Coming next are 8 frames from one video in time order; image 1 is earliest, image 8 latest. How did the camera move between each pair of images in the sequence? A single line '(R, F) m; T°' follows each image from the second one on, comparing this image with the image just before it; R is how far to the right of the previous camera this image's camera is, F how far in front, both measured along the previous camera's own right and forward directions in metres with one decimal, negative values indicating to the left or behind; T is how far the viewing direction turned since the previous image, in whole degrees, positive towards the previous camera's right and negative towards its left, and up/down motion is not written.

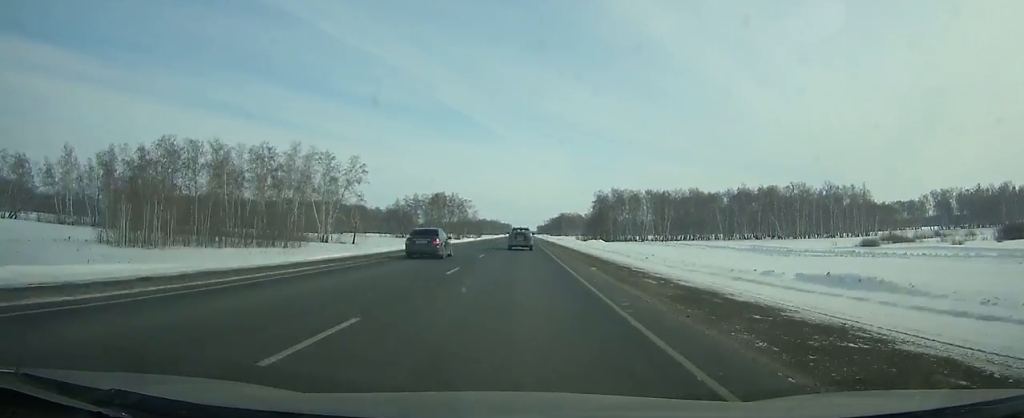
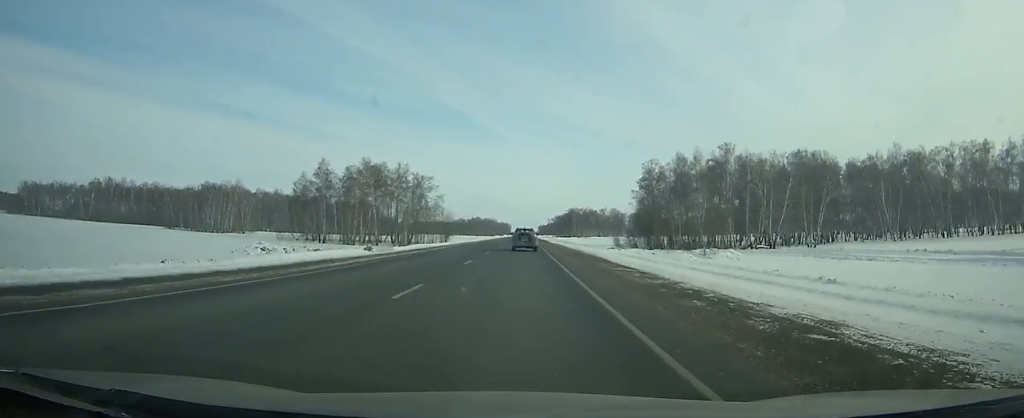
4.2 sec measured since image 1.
(0.0, +114.2) m; 0°
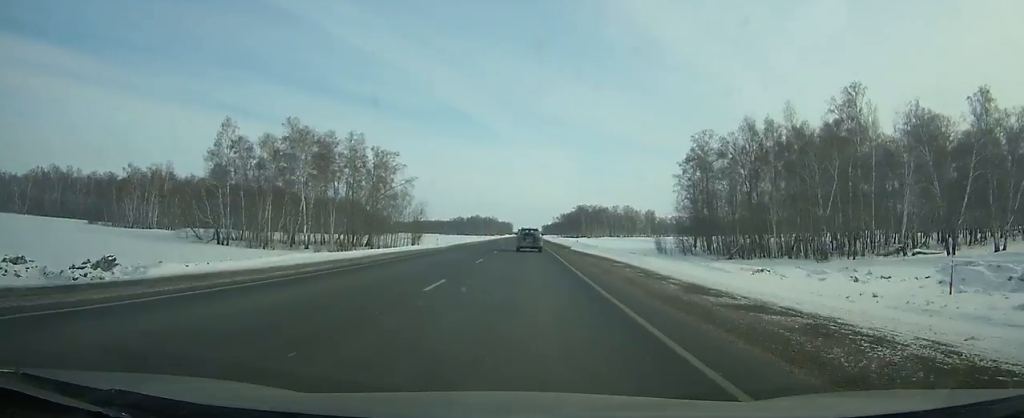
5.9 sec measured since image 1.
(0.0, +46.5) m; 0°
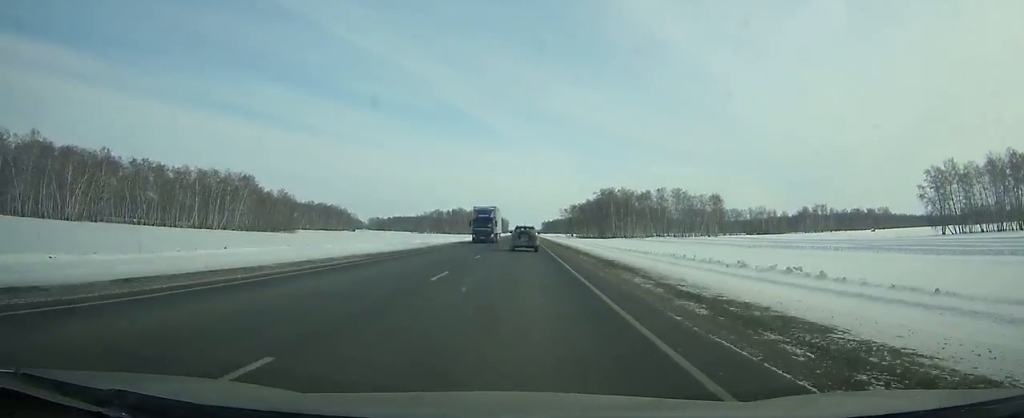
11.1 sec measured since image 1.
(-0.2, +142.9) m; 0°
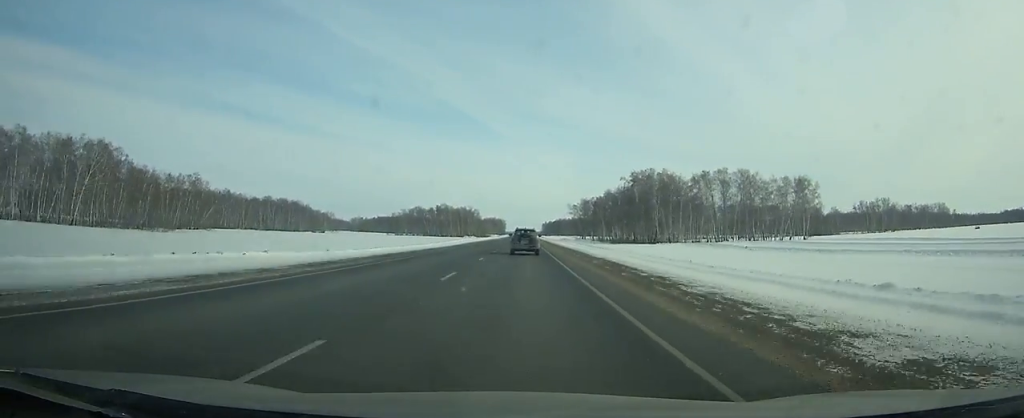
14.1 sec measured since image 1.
(-0.1, +82.9) m; 0°
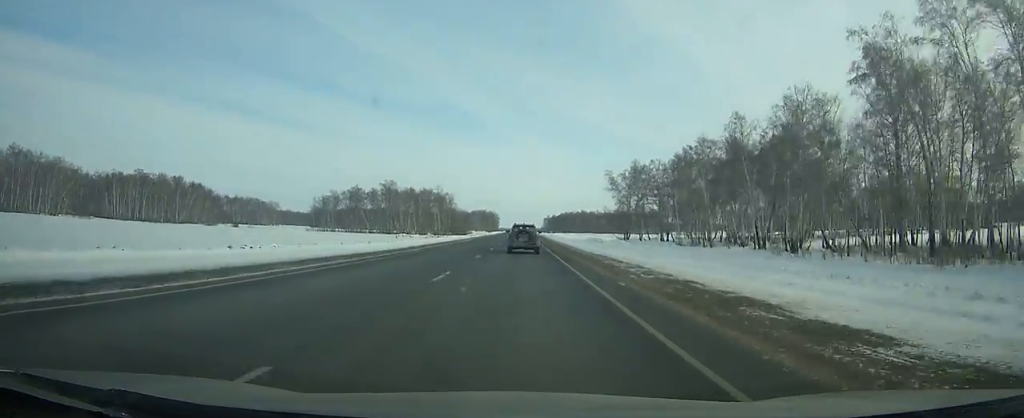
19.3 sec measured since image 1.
(+0.5, +143.3) m; 0°
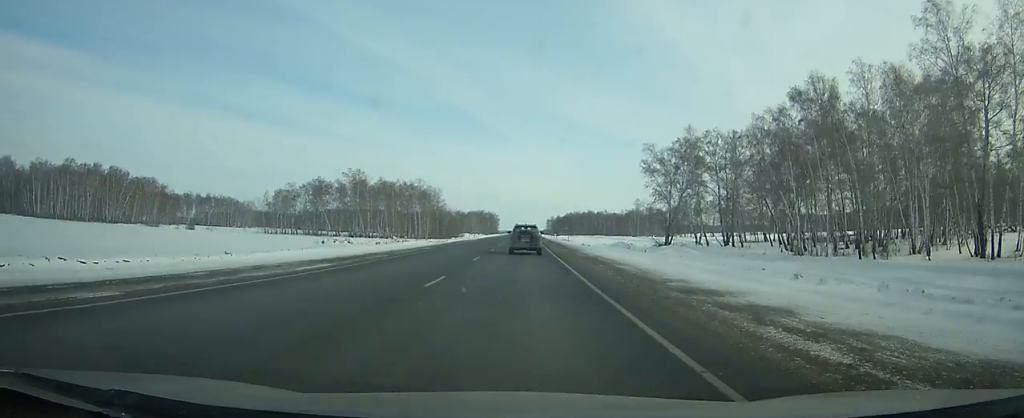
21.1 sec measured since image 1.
(+0.1, +49.0) m; 0°
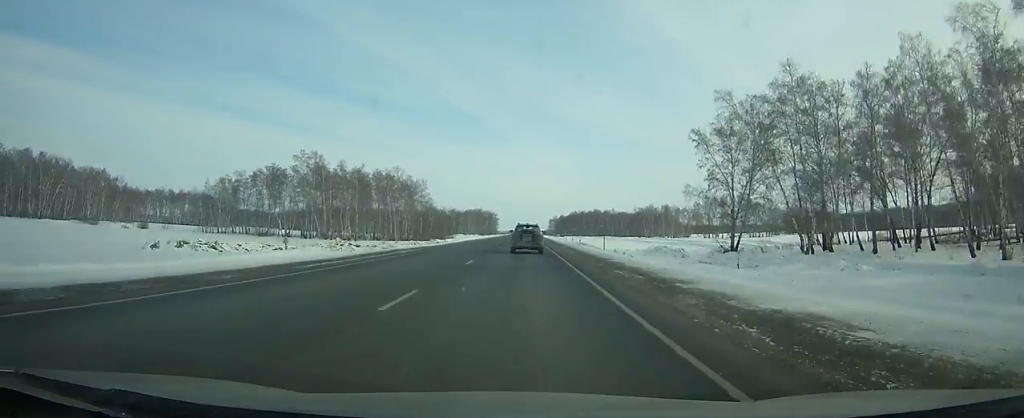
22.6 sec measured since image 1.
(0.0, +40.6) m; 0°
